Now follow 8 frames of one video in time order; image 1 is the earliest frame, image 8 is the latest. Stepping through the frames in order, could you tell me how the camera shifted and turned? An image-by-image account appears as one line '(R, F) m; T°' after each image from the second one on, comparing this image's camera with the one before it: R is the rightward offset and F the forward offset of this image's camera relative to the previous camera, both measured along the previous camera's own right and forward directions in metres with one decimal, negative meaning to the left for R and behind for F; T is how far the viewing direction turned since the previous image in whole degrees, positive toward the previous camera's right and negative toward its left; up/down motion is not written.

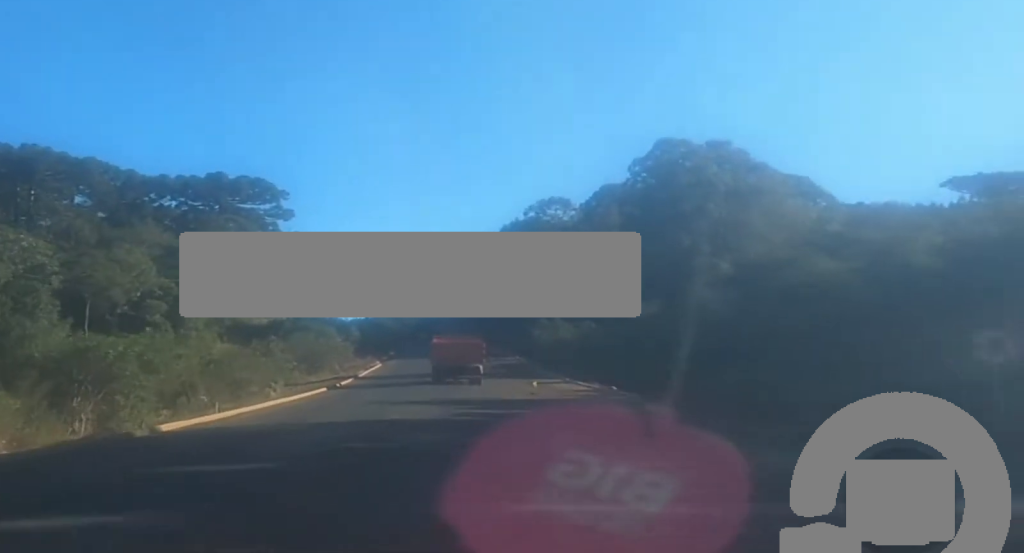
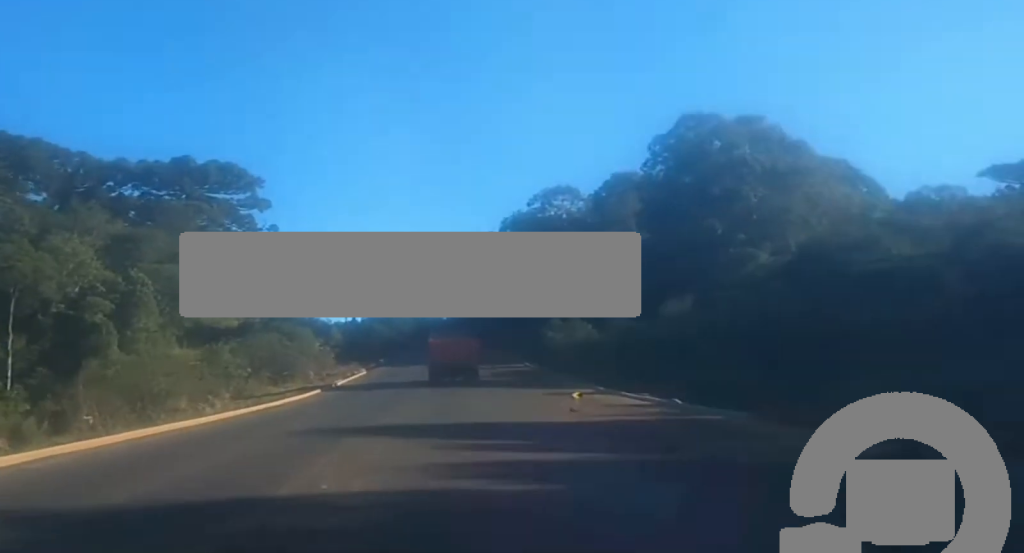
(0.0, +15.8) m; 0°
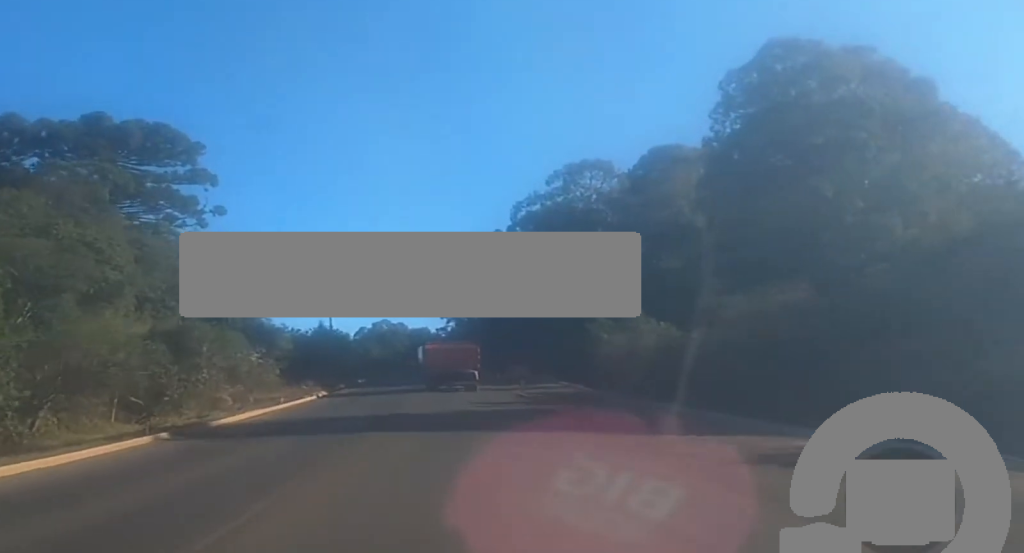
(+0.2, +29.2) m; +1°
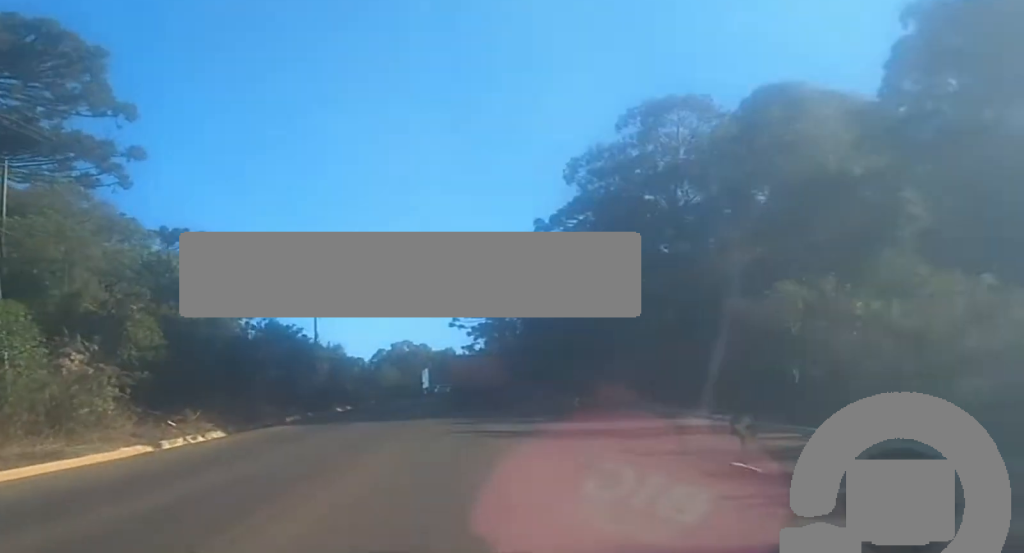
(-0.2, +33.2) m; -1°
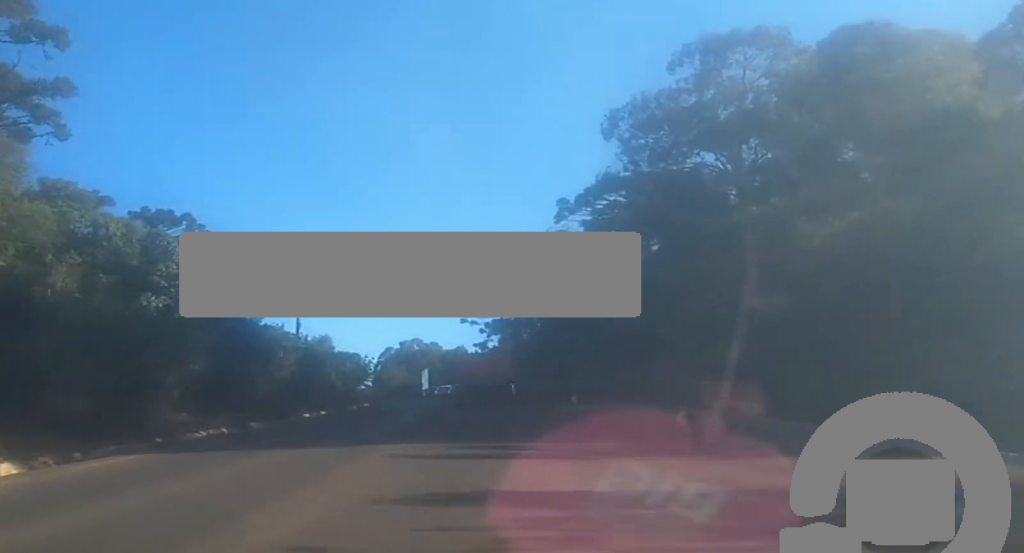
(0.0, +14.2) m; 0°
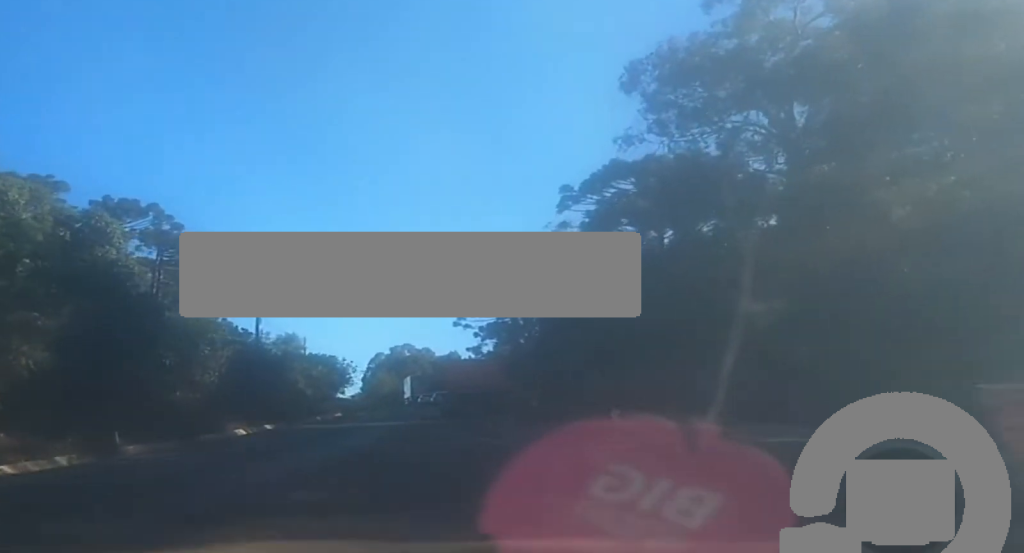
(-0.1, +12.2) m; 0°
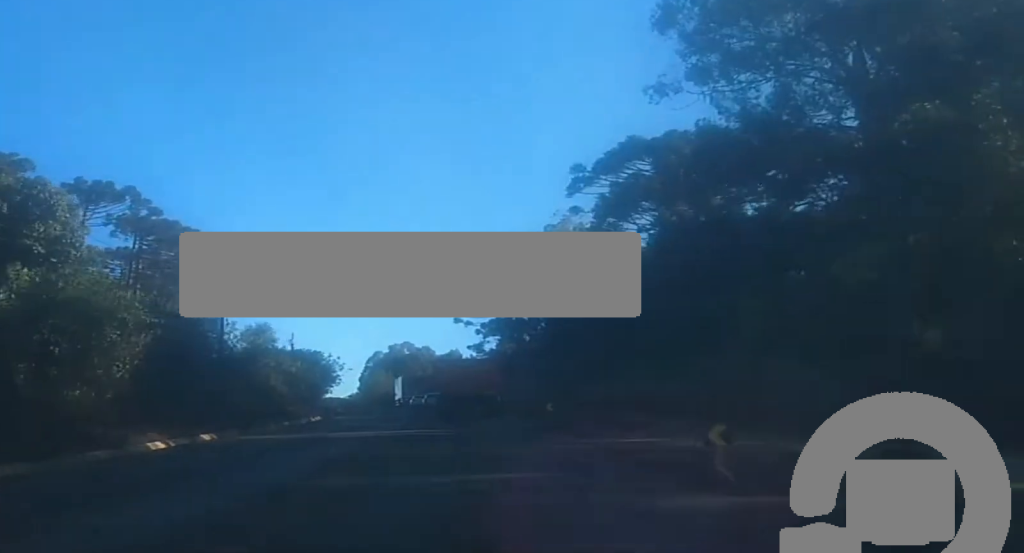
(+0.1, +9.1) m; 0°
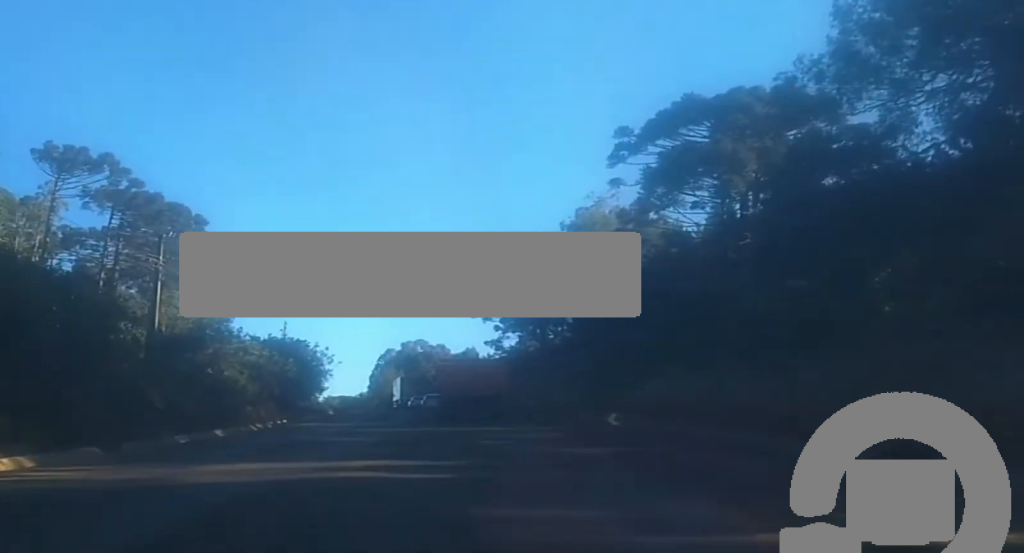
(+0.1, +14.0) m; 0°
